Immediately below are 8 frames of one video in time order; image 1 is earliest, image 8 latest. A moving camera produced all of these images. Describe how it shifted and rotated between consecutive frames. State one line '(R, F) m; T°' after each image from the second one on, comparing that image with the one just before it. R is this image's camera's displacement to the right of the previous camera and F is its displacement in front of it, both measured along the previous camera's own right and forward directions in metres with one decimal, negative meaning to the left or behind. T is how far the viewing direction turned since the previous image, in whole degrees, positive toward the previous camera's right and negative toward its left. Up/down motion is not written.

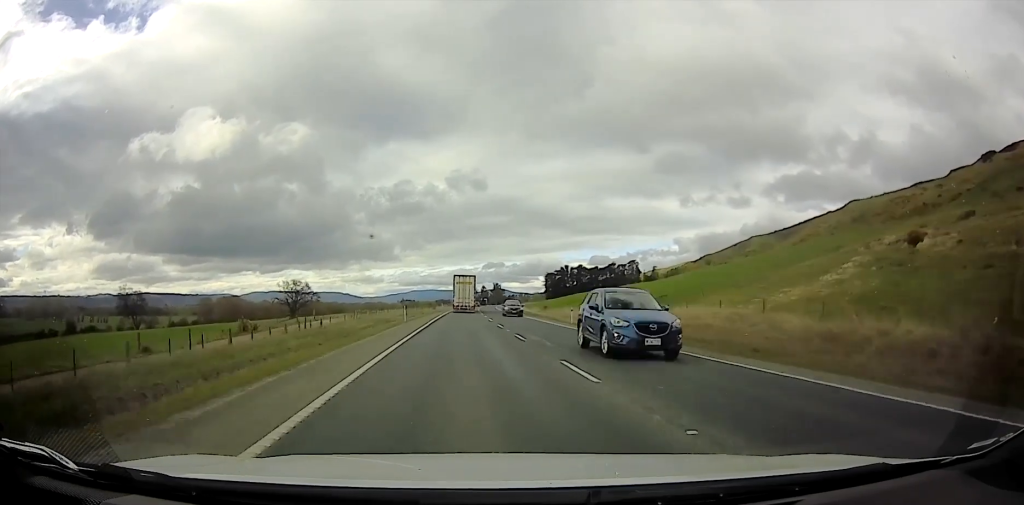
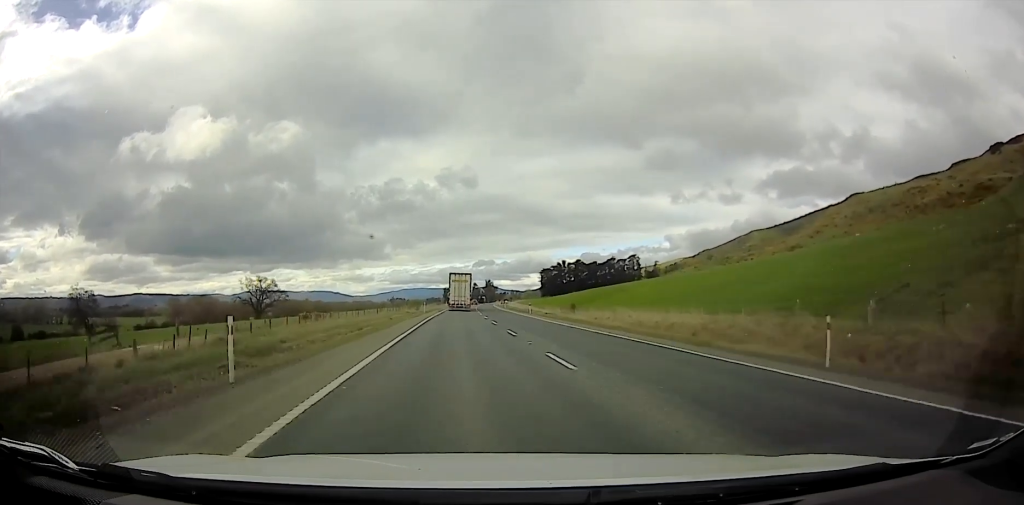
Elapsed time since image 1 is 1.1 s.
(+0.2, +30.8) m; +1°
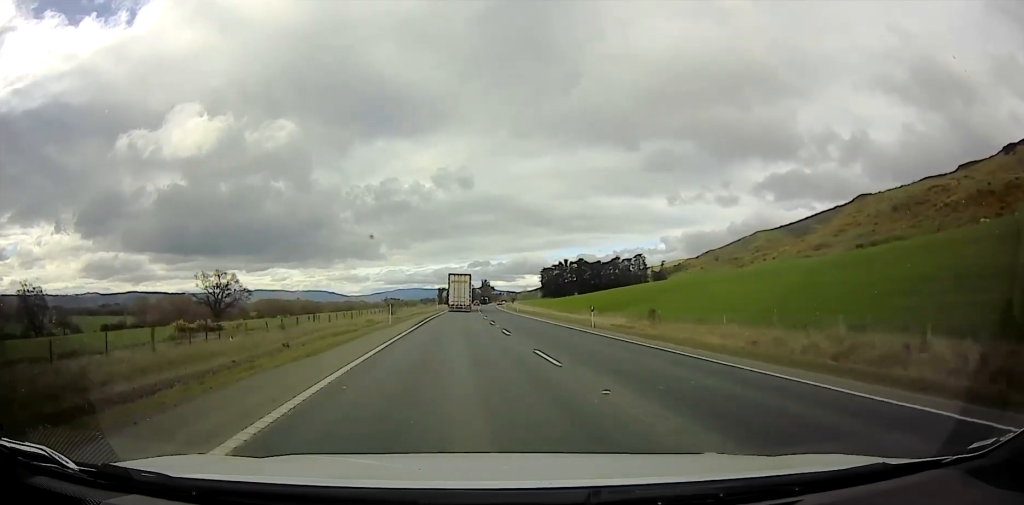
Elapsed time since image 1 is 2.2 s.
(+0.2, +31.6) m; 0°
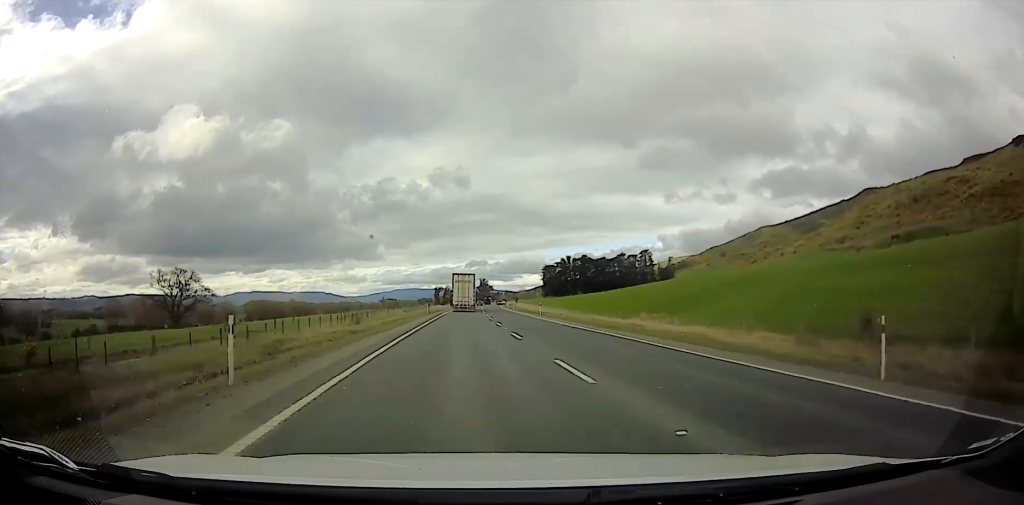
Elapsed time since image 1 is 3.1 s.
(-0.2, +25.4) m; 0°
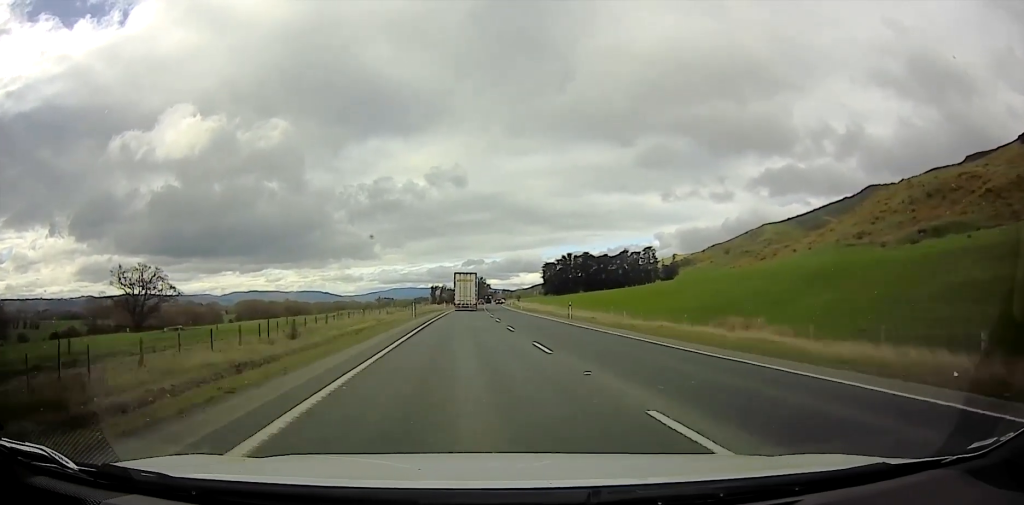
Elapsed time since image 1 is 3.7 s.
(-0.5, +17.8) m; +1°
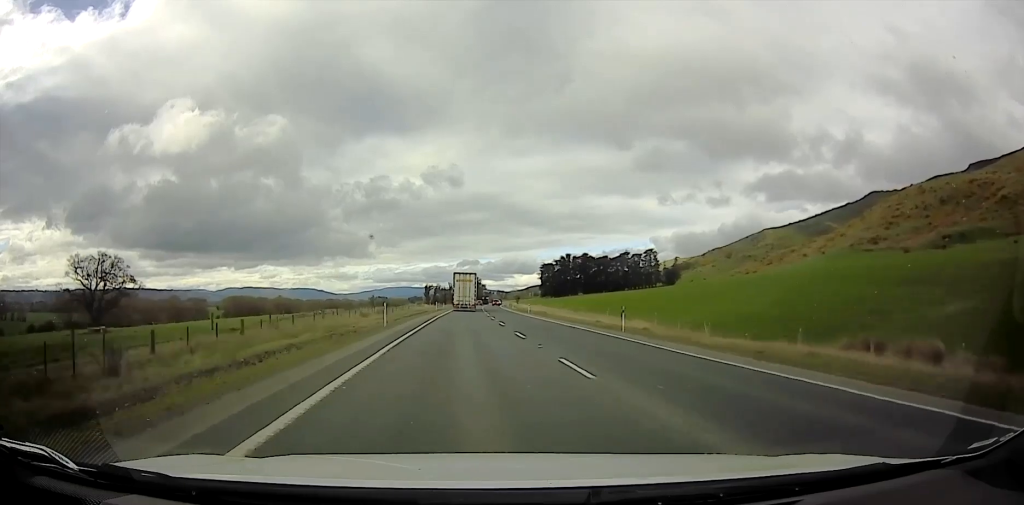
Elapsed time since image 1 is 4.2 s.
(+0.7, +16.6) m; +1°
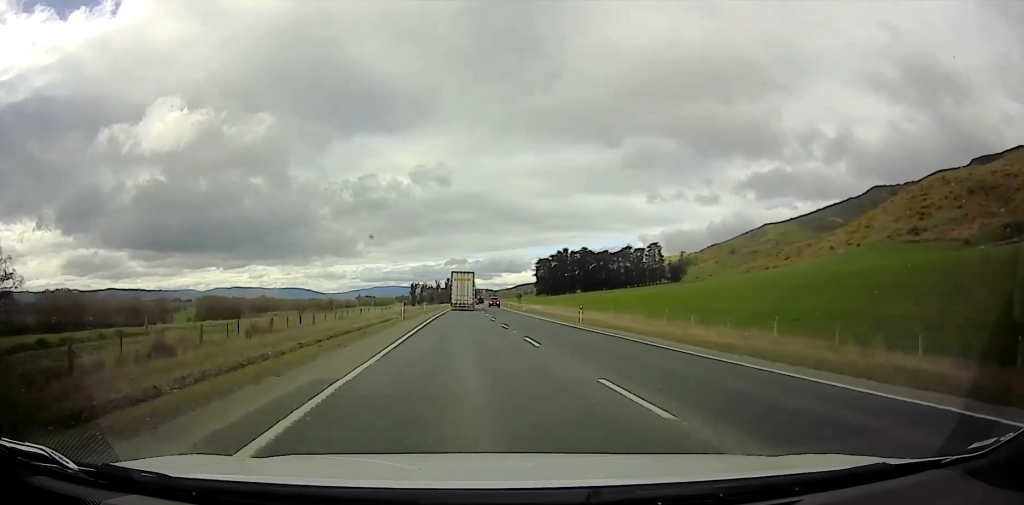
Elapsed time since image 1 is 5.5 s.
(+0.6, +41.2) m; +1°
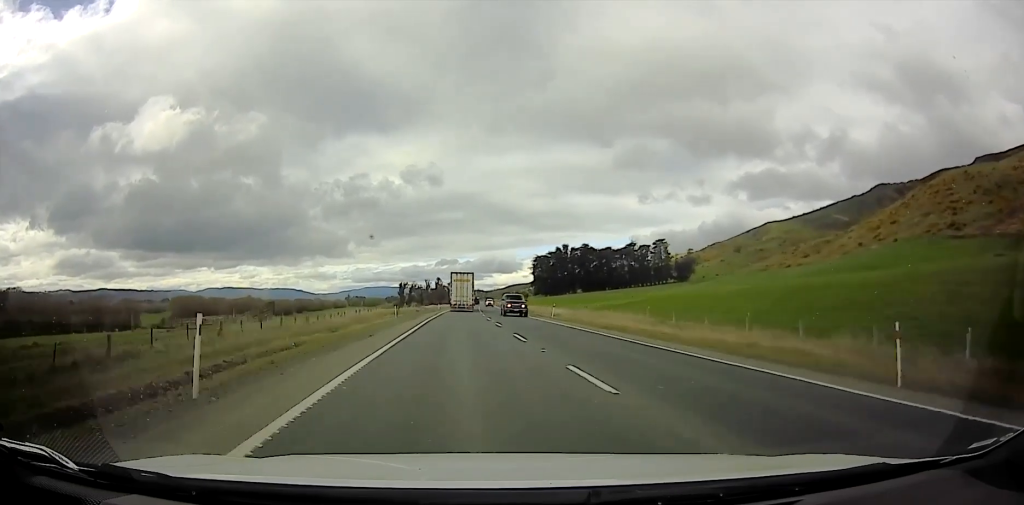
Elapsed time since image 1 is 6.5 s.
(0.0, +34.6) m; +1°
